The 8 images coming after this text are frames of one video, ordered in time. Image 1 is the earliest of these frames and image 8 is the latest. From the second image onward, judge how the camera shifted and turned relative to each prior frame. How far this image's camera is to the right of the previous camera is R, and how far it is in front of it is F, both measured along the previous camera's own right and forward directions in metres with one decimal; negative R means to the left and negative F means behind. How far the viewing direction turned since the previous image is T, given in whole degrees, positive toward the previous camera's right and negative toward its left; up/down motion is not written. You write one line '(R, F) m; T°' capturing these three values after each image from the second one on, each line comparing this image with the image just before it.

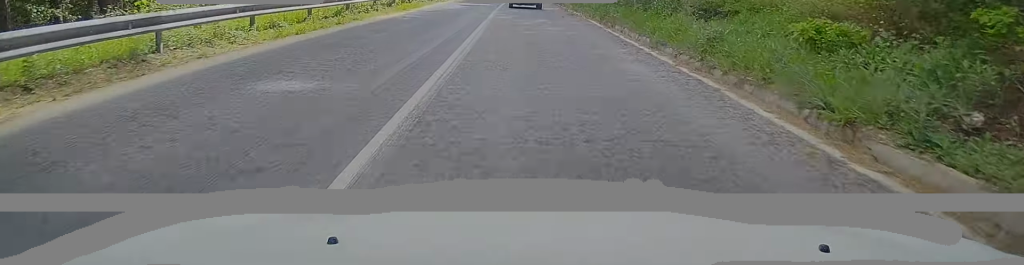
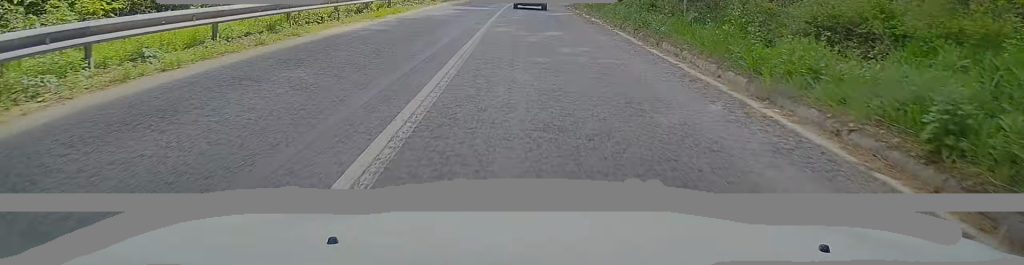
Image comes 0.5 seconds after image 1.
(+0.2, +6.0) m; +1°
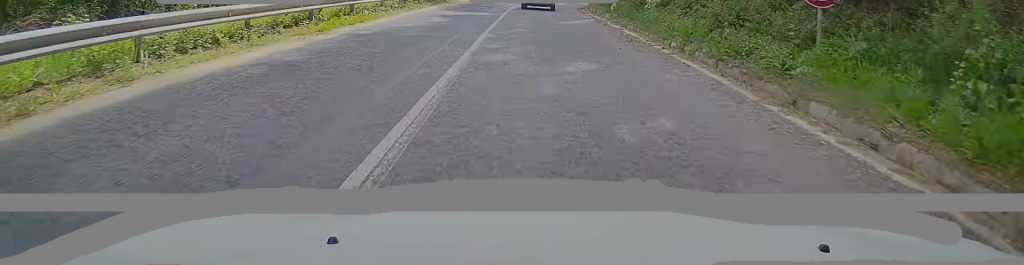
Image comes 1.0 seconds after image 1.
(+0.1, +6.8) m; +1°
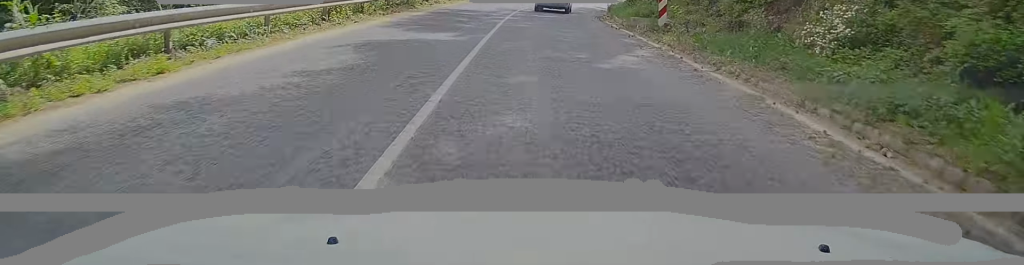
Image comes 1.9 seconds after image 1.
(+0.1, +11.3) m; 0°
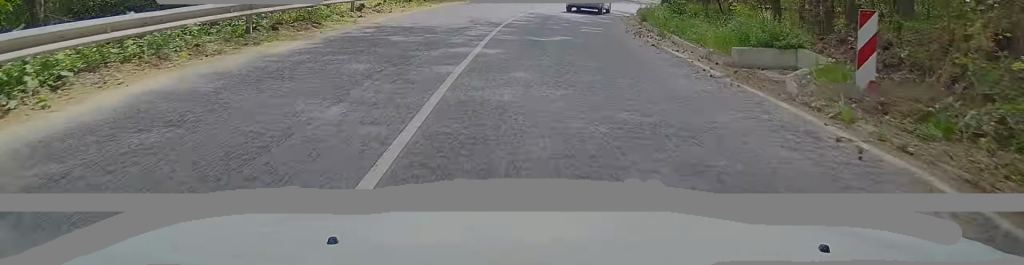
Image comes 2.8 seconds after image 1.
(0.0, +12.8) m; +2°
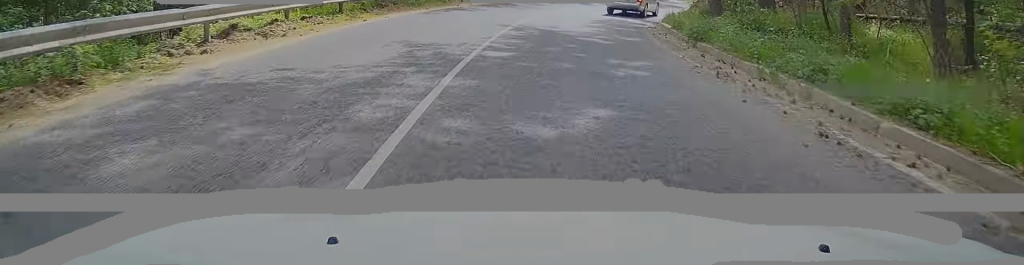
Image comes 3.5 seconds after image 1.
(+0.2, +9.3) m; +2°
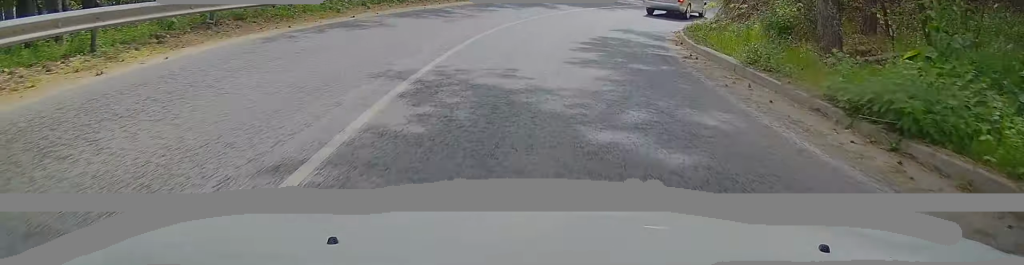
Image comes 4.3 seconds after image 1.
(+0.2, +10.0) m; +3°
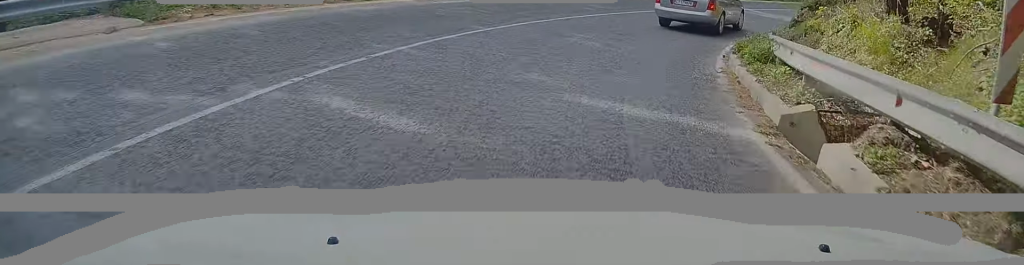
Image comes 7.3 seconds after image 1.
(+10.5, +34.9) m; +48°
